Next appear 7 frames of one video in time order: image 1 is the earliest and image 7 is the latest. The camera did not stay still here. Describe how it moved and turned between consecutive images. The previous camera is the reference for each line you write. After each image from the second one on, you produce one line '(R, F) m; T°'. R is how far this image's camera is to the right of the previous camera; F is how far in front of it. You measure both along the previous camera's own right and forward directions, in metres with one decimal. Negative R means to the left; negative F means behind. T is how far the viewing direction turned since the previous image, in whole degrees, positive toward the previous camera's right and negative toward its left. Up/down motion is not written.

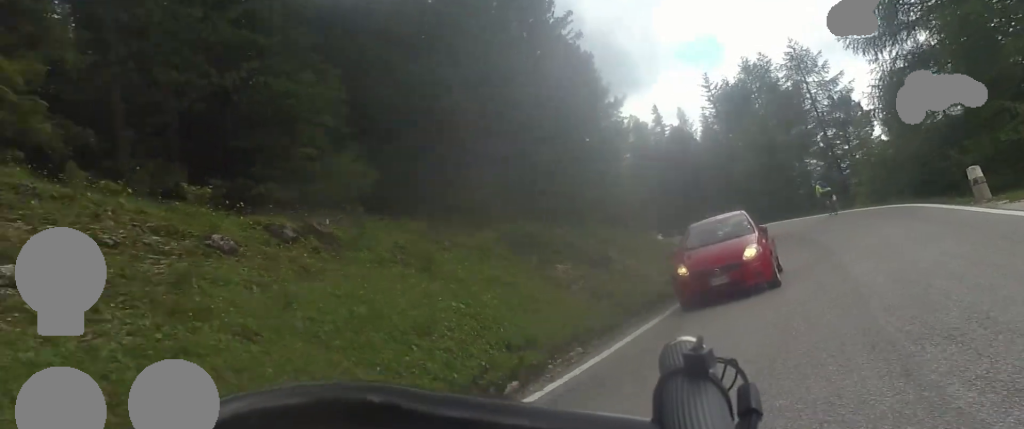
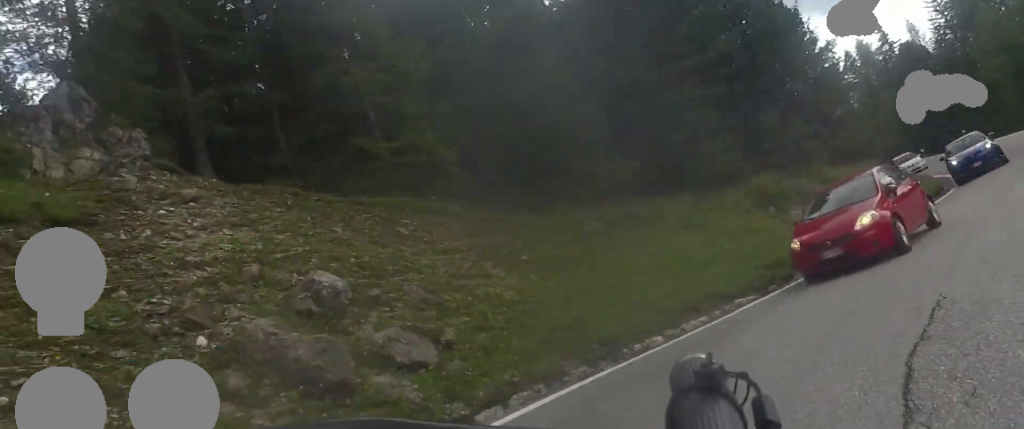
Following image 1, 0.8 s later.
(+0.4, +5.9) m; -16°
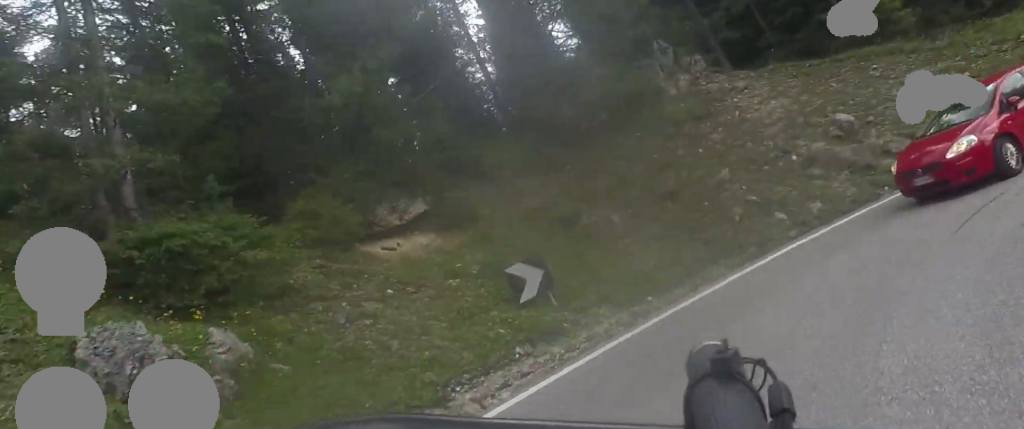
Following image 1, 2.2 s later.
(-4.4, +8.6) m; -39°
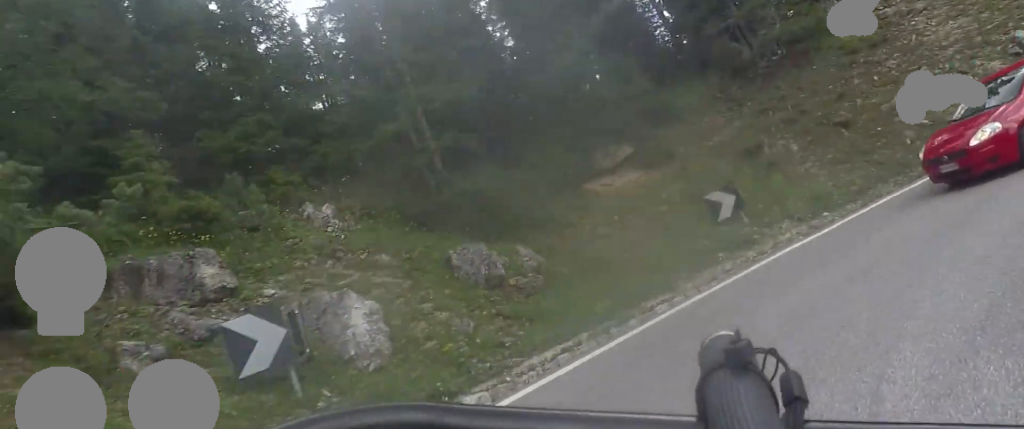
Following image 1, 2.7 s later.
(-0.2, +3.4) m; -12°
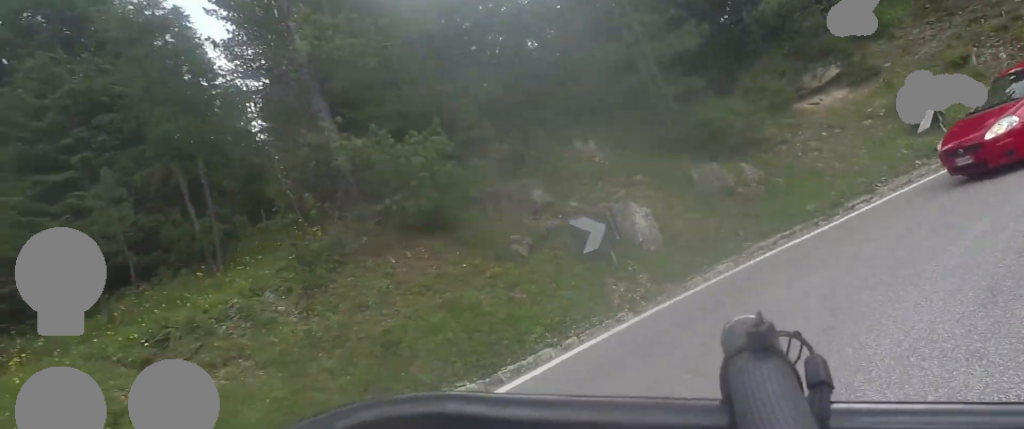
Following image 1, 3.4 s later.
(-0.3, +3.8) m; -23°
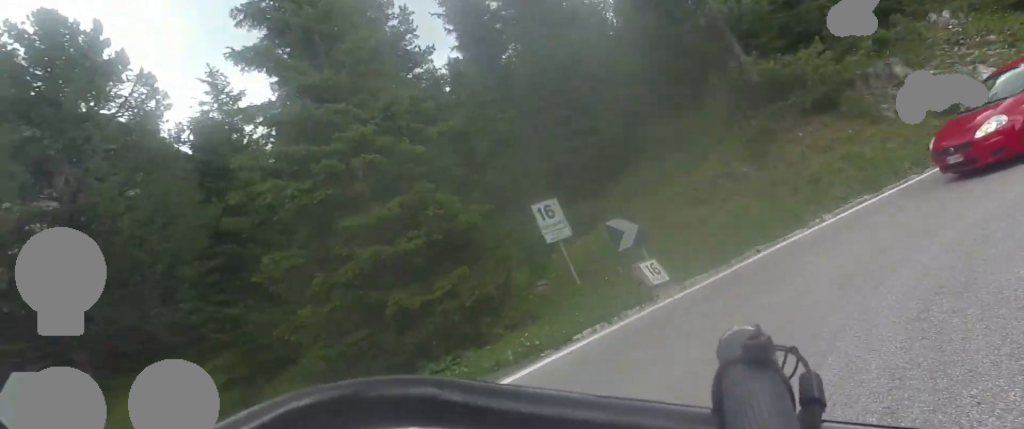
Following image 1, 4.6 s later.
(-2.9, +6.1) m; -41°
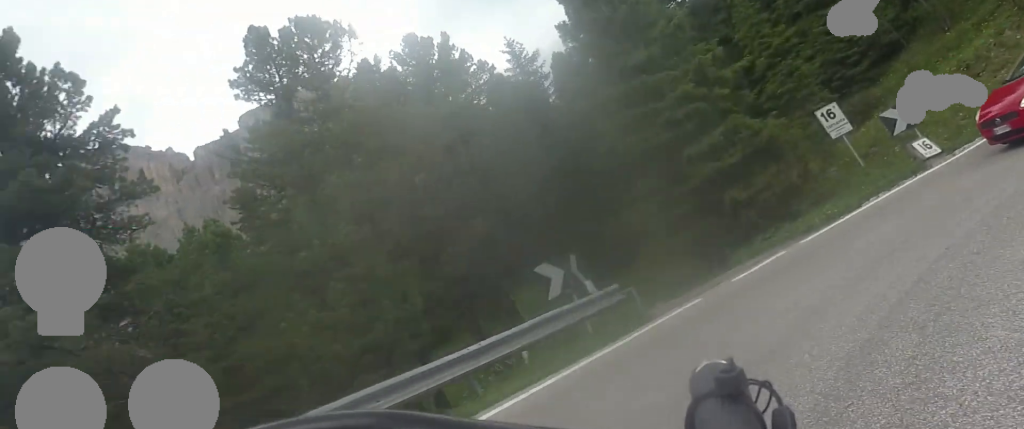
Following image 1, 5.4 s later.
(-0.7, +5.6) m; -17°
